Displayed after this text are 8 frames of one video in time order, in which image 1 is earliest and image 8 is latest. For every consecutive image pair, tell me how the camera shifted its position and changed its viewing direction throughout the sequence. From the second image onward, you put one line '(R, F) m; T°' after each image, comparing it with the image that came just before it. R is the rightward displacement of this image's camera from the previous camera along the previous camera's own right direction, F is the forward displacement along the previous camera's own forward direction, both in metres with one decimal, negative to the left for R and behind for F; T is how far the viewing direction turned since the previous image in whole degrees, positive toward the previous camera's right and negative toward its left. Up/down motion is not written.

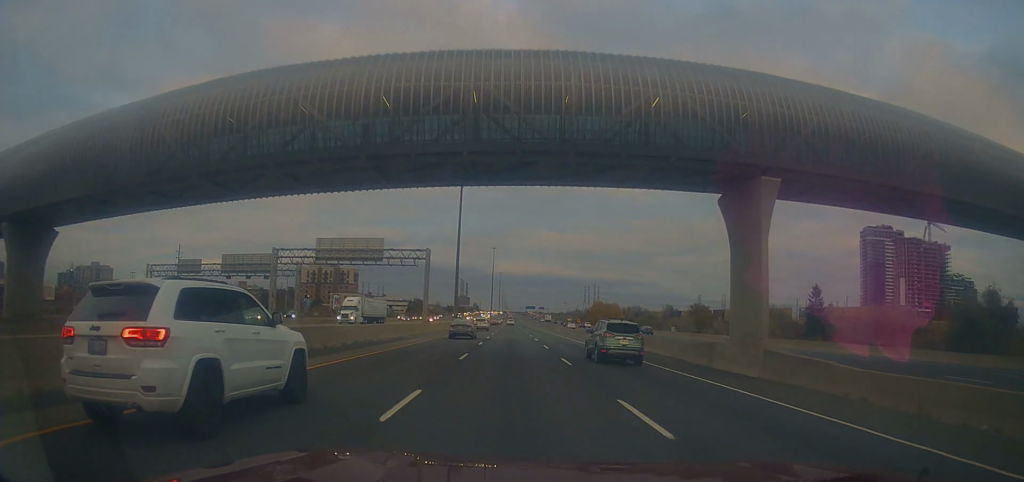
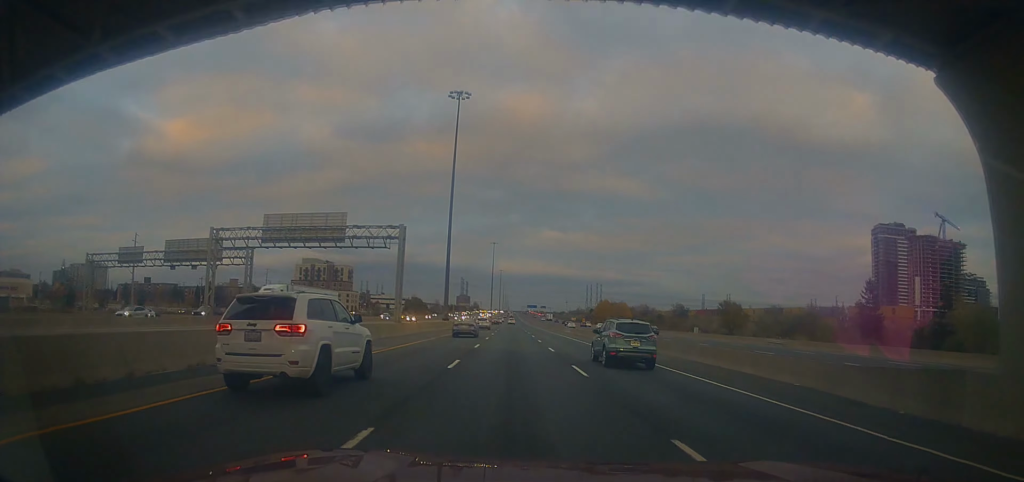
(+0.3, +15.8) m; 0°
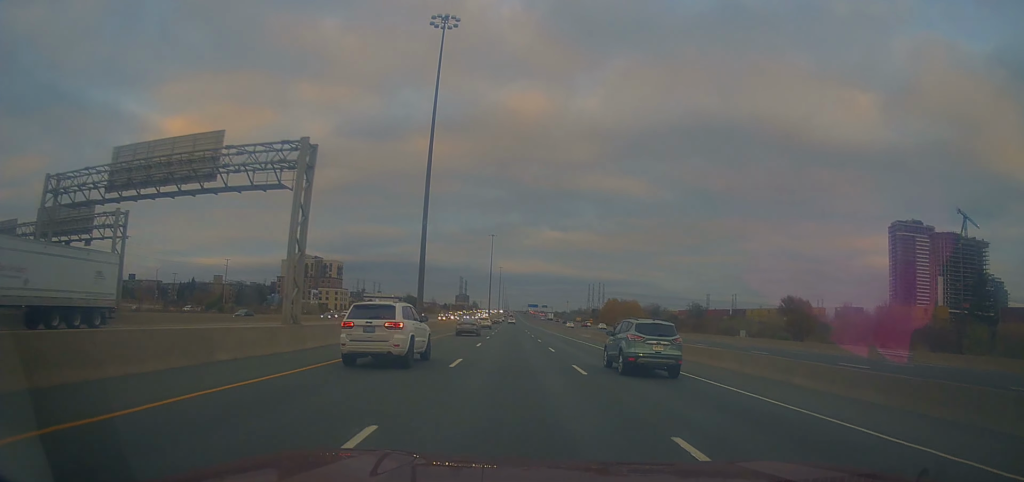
(+0.1, +23.8) m; 0°
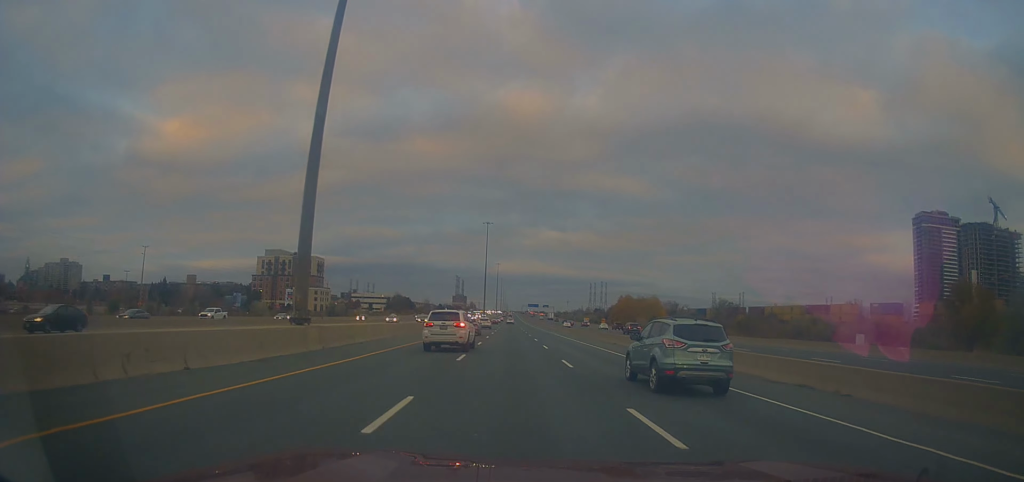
(-0.5, +33.8) m; 0°
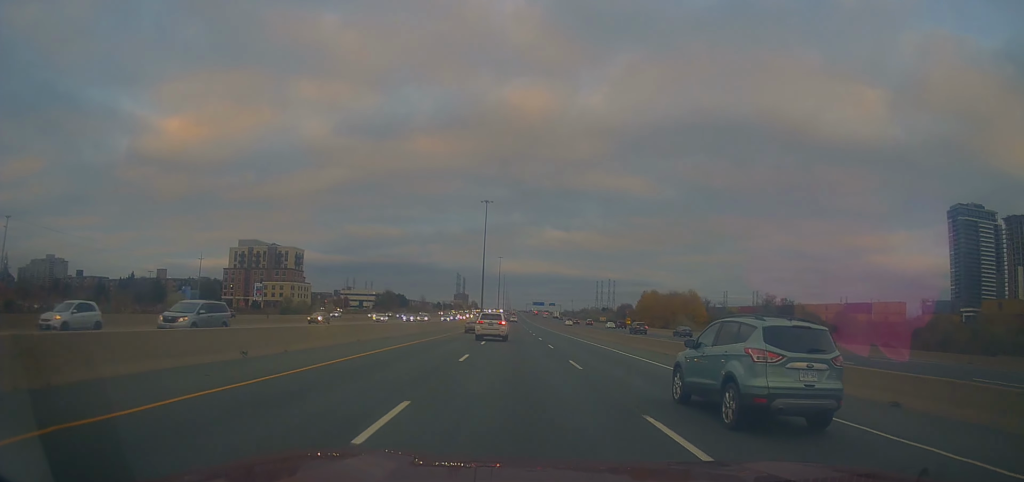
(+0.4, +37.8) m; 0°
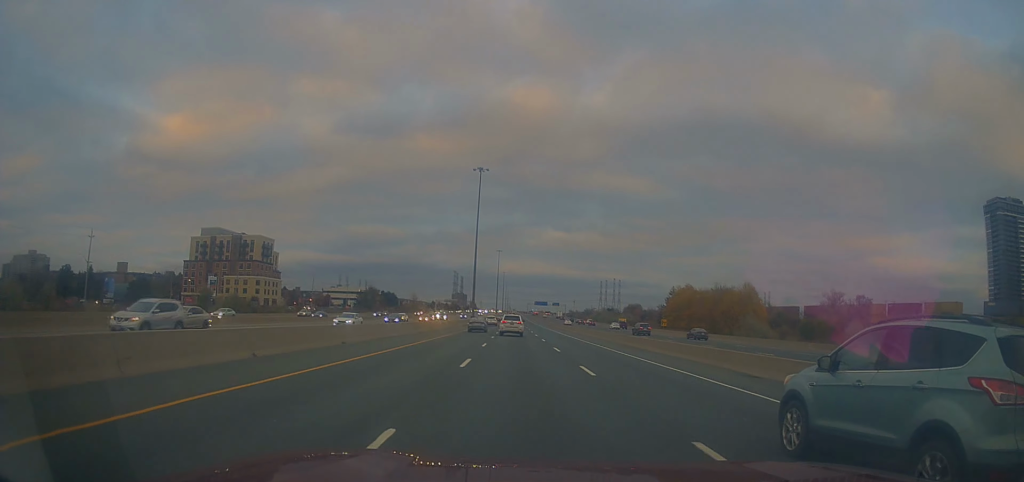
(-0.6, +38.7) m; 0°
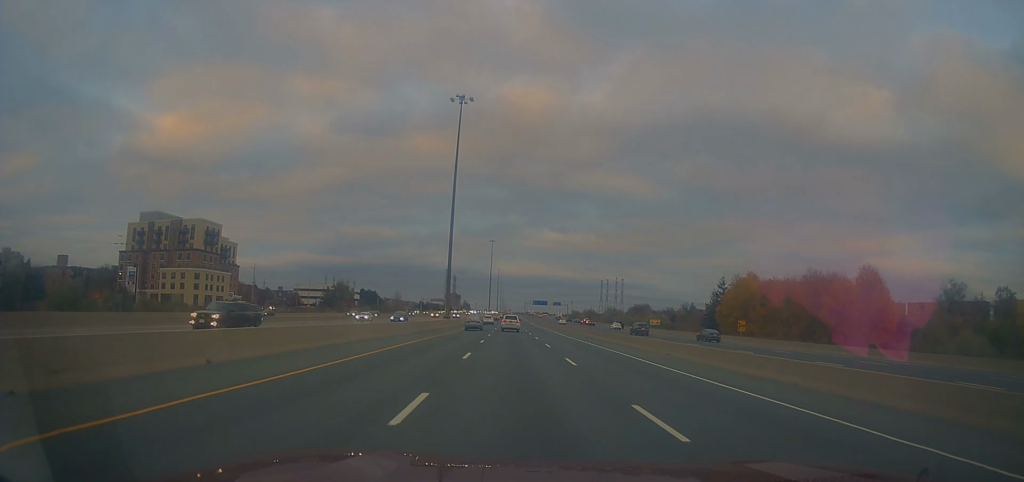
(0.0, +45.6) m; 0°
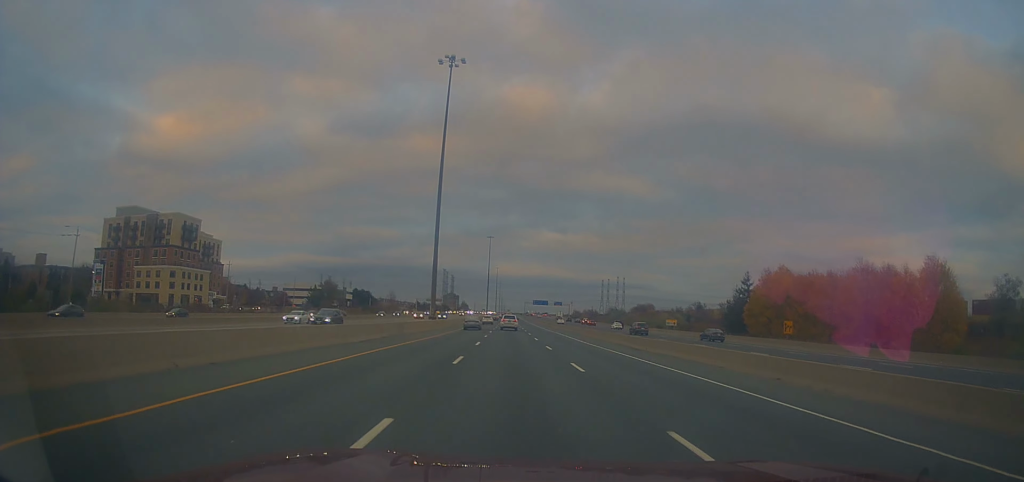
(0.0, +14.9) m; 0°
